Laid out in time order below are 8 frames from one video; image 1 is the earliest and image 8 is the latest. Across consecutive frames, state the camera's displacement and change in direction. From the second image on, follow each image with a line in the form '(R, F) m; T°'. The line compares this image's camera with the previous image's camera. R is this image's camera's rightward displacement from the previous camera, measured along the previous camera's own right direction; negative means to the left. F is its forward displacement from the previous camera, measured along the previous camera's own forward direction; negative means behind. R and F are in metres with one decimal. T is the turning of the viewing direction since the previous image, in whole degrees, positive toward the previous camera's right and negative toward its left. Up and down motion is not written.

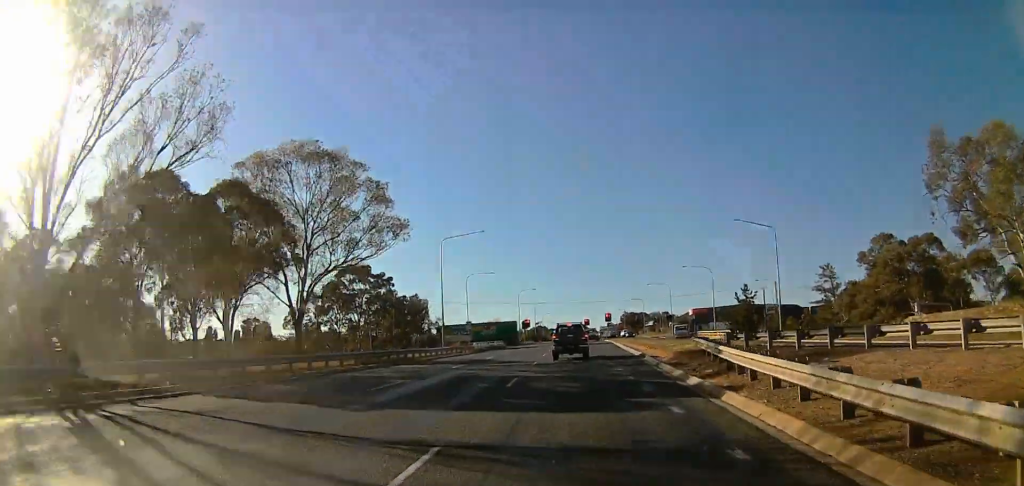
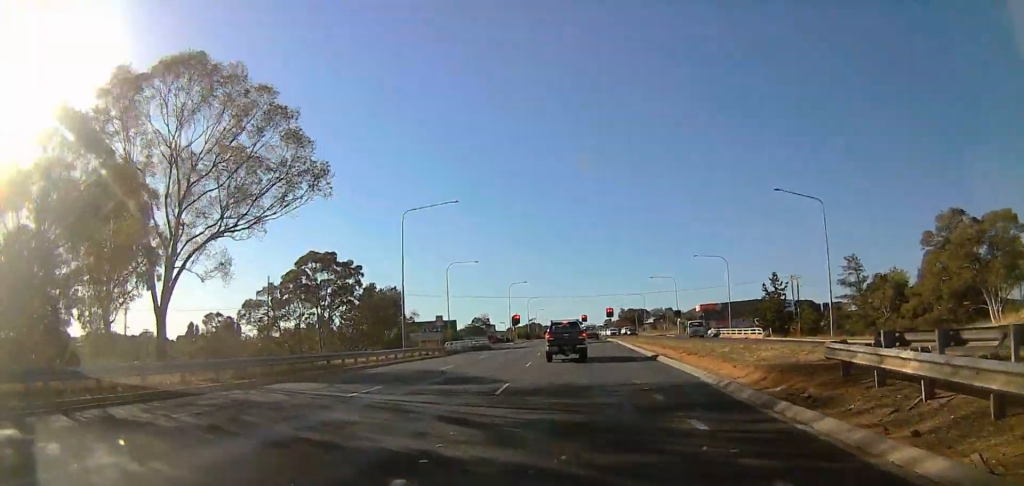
(+0.4, +11.9) m; +3°
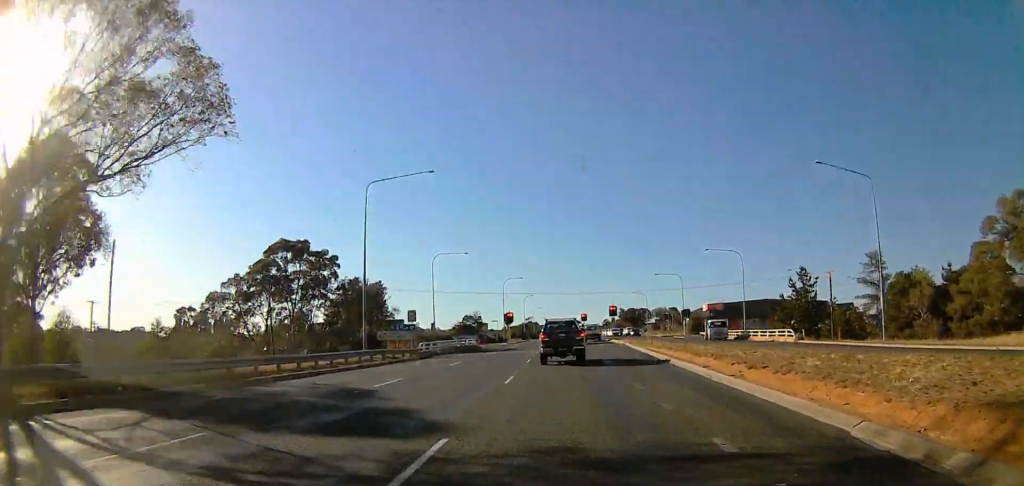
(+0.1, +8.1) m; +1°
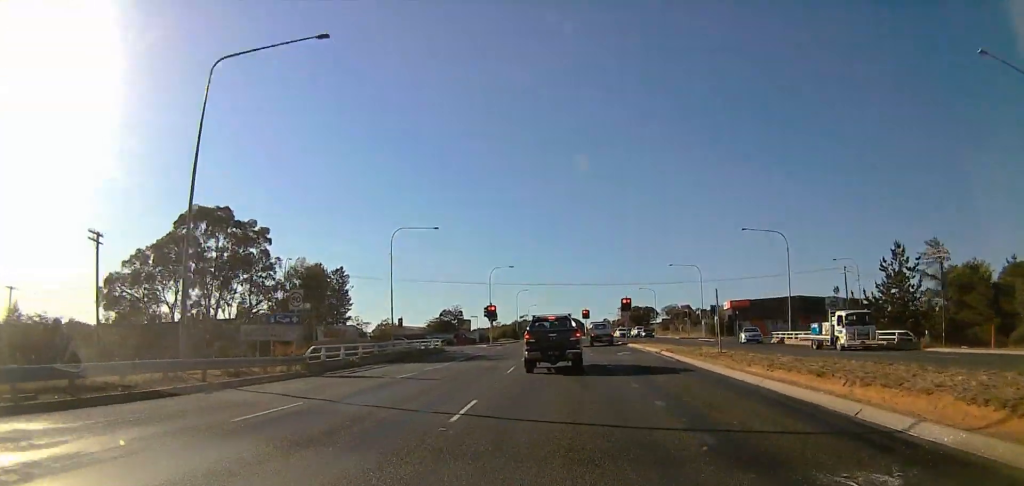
(+0.3, +20.0) m; +1°
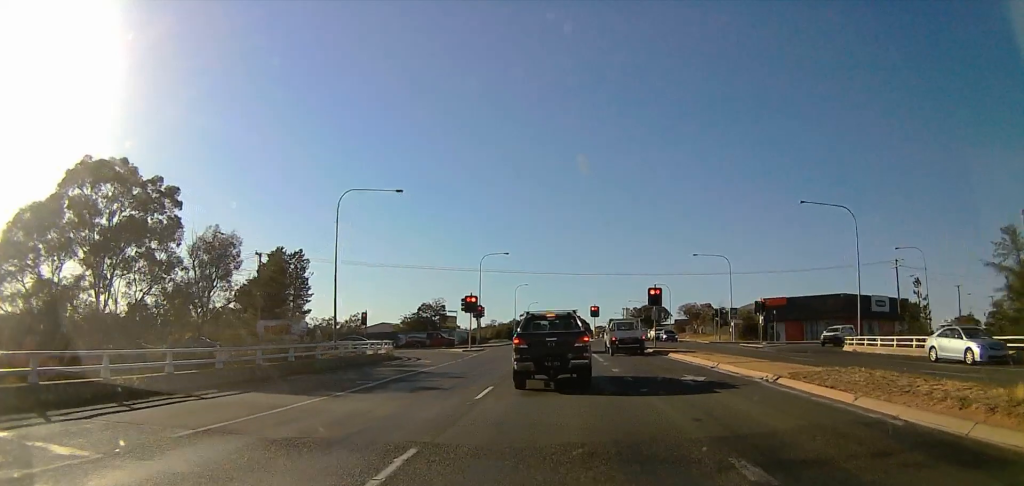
(+0.2, +19.0) m; 0°
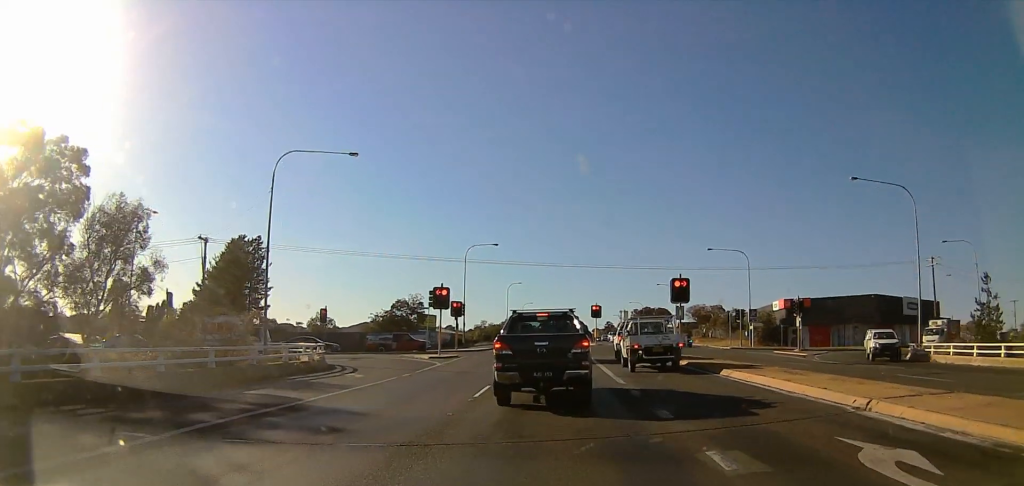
(-0.2, +14.0) m; -1°
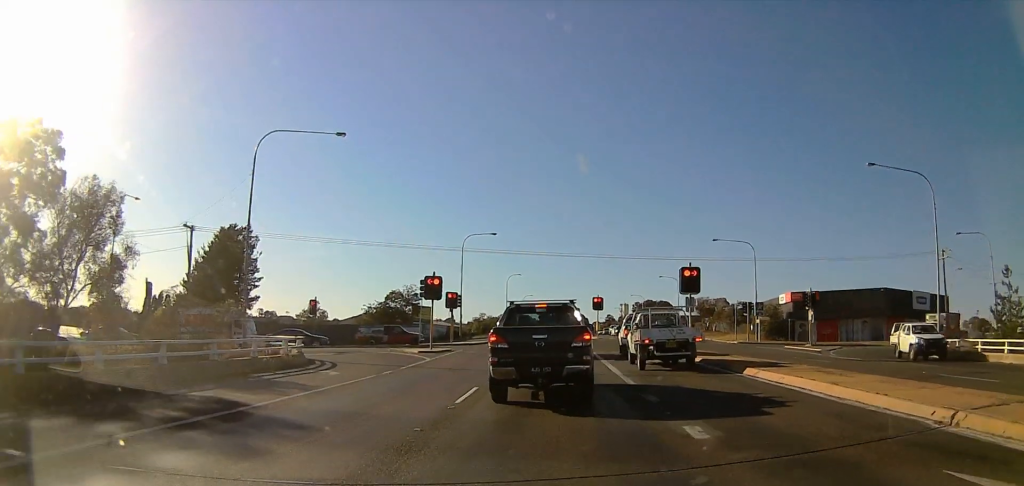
(0.0, +3.4) m; 0°
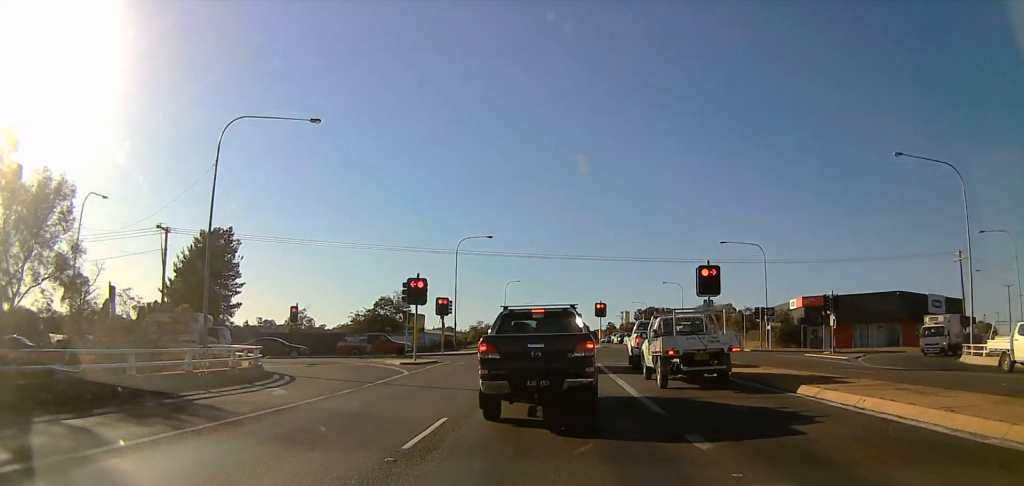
(+0.1, +5.3) m; 0°
